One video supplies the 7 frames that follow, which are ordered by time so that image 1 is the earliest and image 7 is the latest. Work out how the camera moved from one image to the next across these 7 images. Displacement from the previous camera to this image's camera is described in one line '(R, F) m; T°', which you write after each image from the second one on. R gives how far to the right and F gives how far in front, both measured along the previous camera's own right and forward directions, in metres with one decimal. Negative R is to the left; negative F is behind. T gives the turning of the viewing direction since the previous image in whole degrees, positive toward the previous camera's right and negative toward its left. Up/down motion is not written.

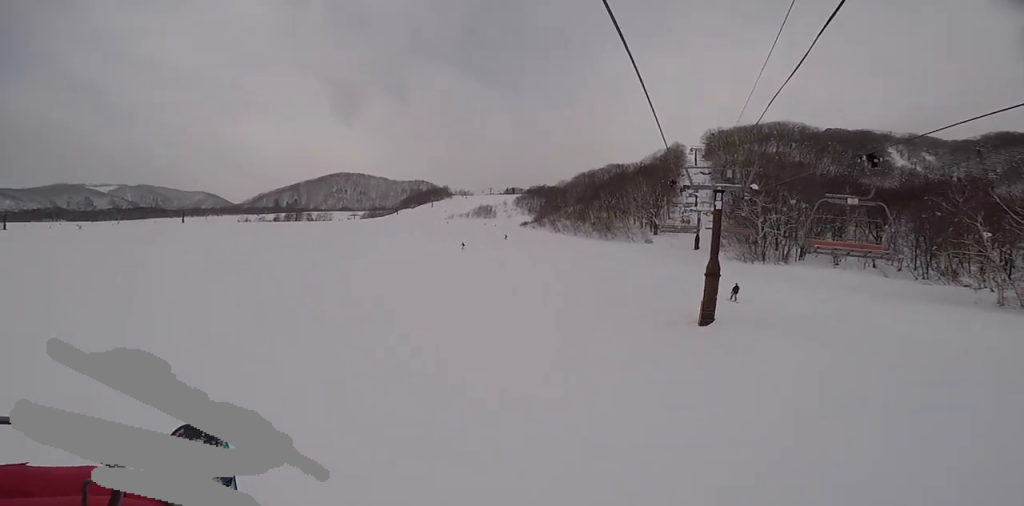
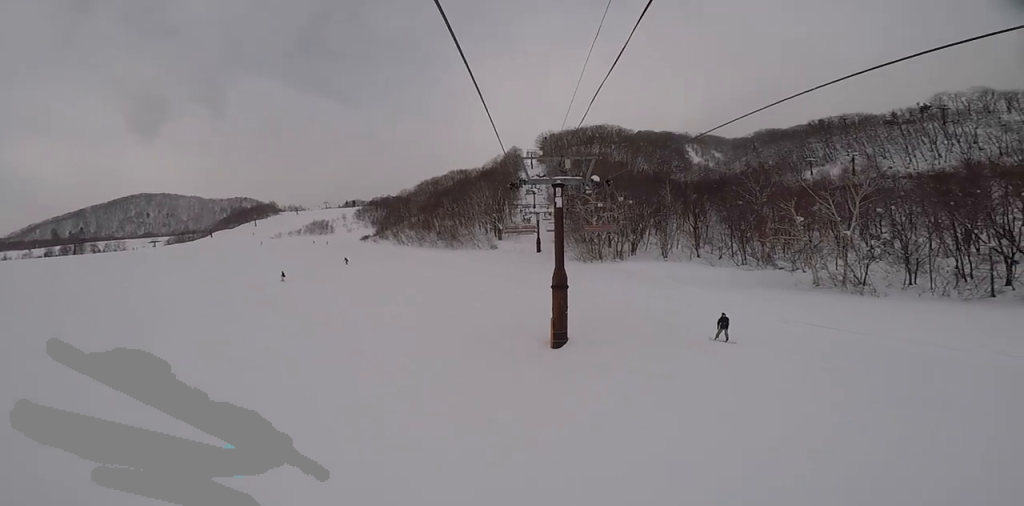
(+0.1, +6.8) m; +10°
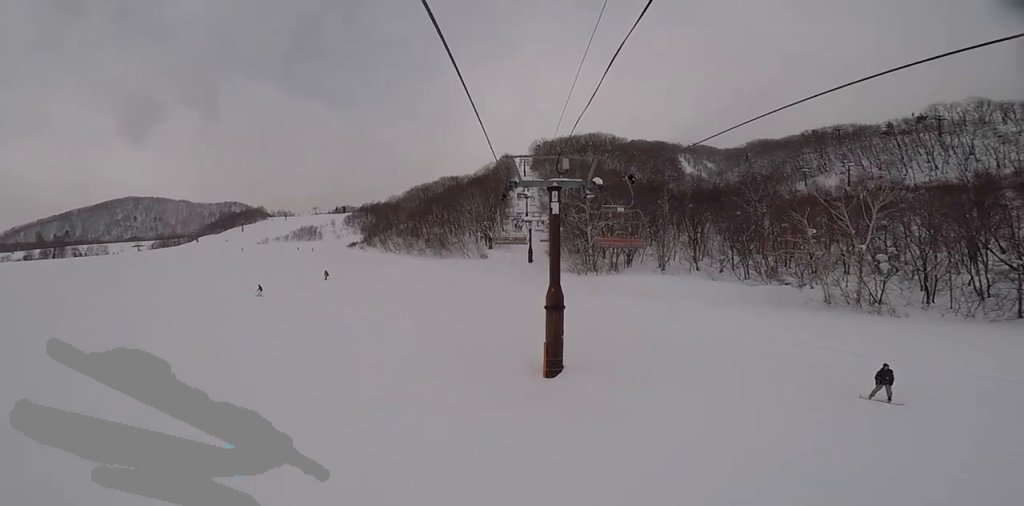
(+0.3, +3.3) m; -4°
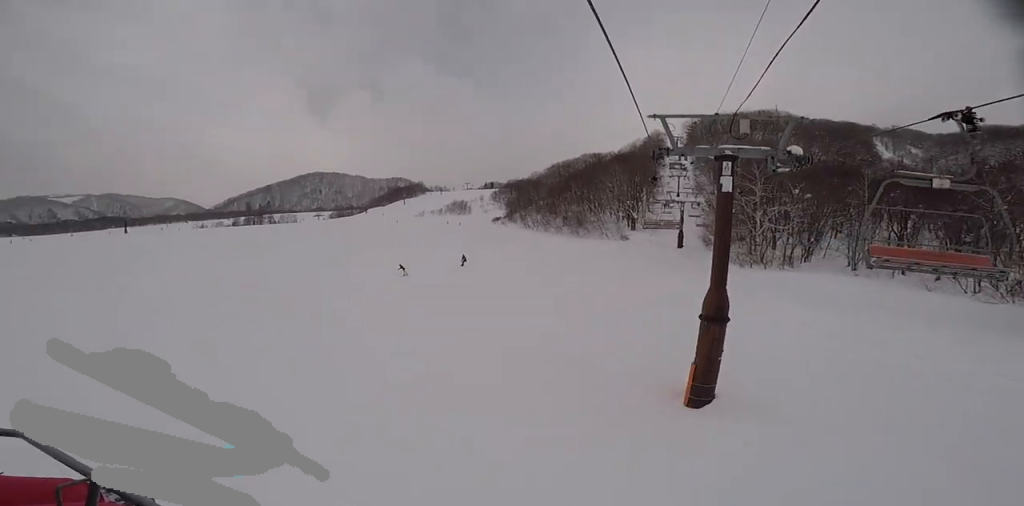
(-0.8, +4.0) m; -12°
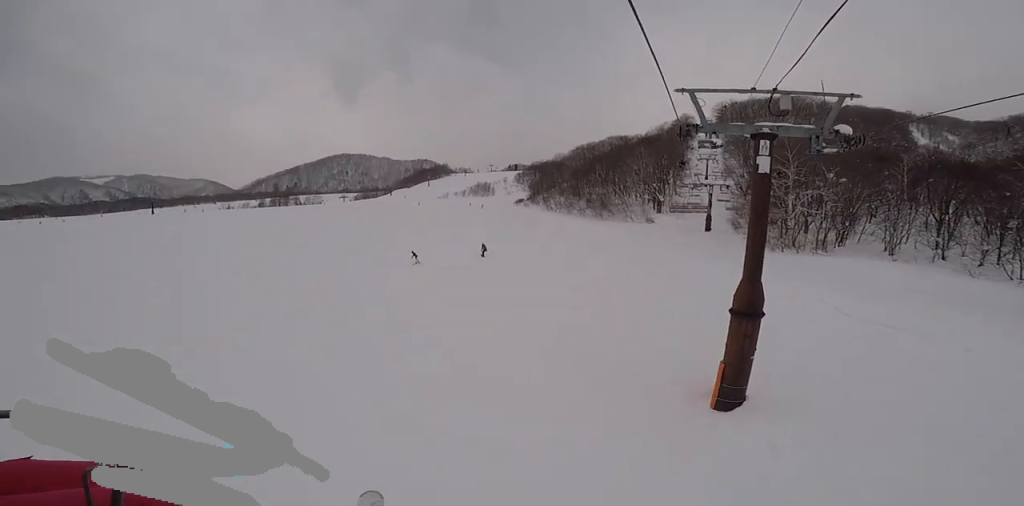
(-0.1, +1.7) m; 0°
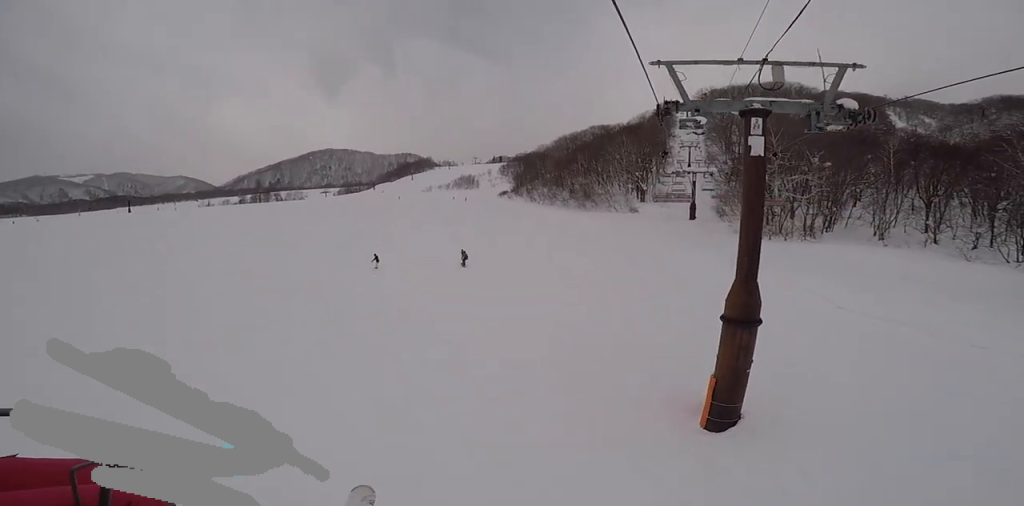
(0.0, +2.2) m; +5°
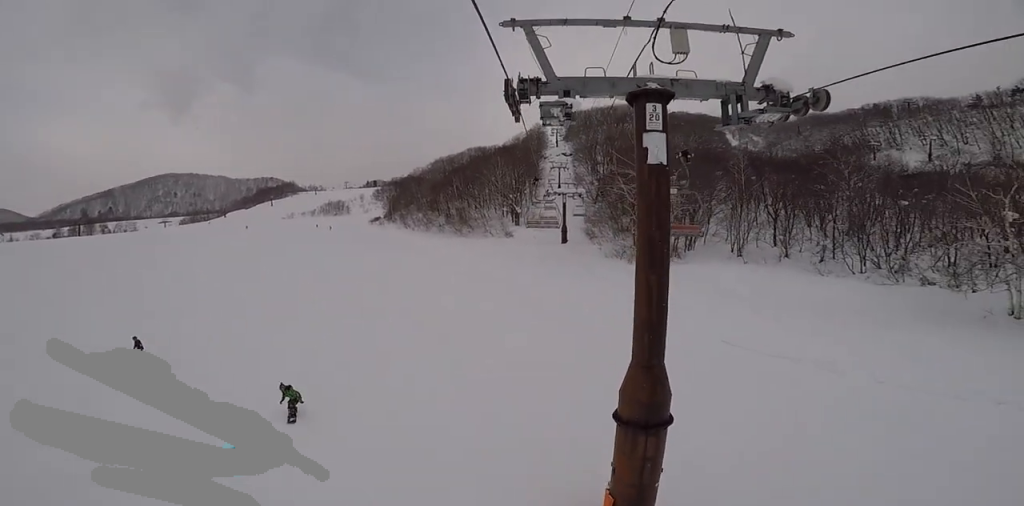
(+0.9, +5.1) m; +10°
